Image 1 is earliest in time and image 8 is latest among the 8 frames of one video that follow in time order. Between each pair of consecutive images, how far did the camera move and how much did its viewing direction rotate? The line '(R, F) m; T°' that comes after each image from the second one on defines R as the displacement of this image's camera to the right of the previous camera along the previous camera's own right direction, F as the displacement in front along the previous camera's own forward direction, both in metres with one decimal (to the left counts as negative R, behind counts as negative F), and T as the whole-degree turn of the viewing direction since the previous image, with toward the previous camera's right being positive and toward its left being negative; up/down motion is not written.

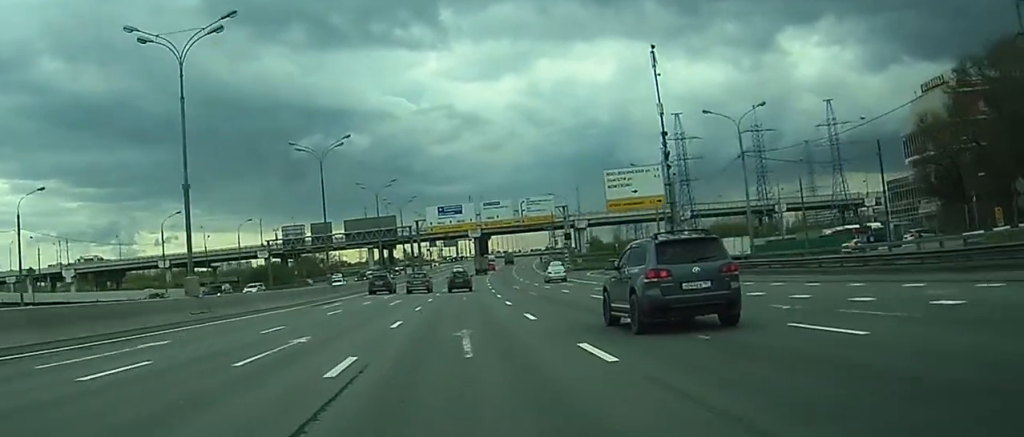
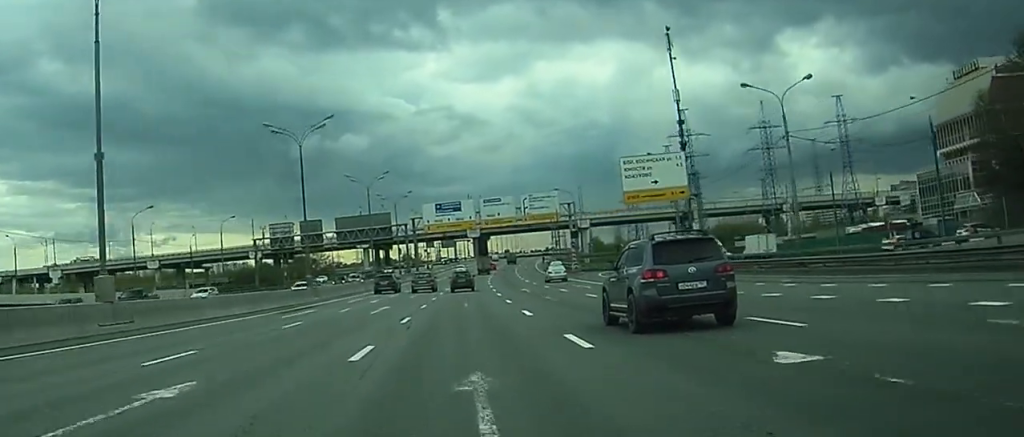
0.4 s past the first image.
(0.0, +8.8) m; +1°
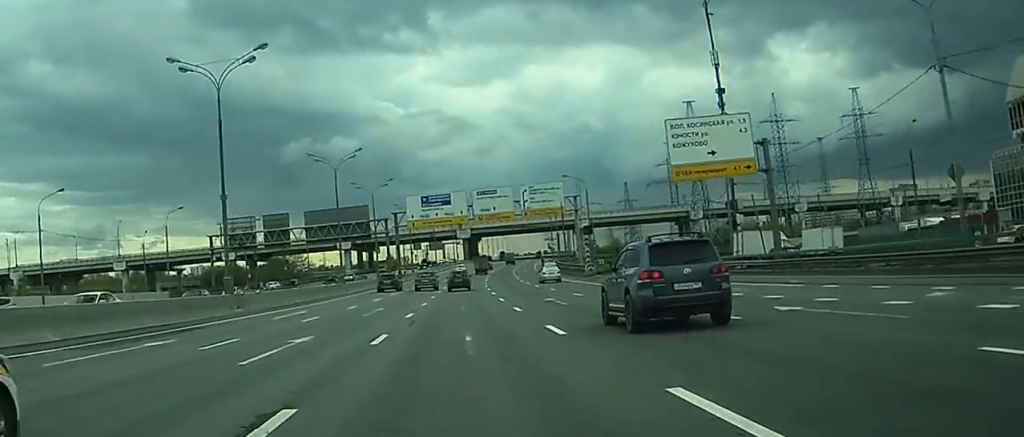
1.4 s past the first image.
(+0.3, +17.1) m; +1°
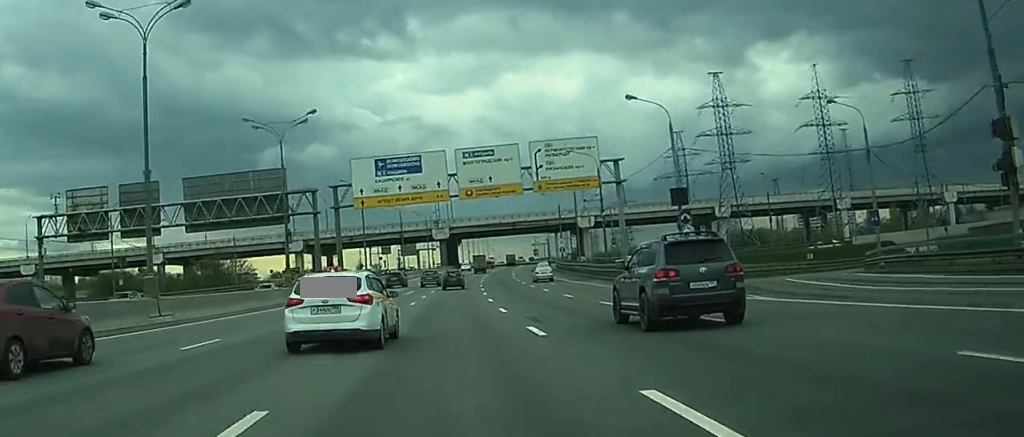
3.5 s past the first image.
(+0.6, +35.7) m; +2°
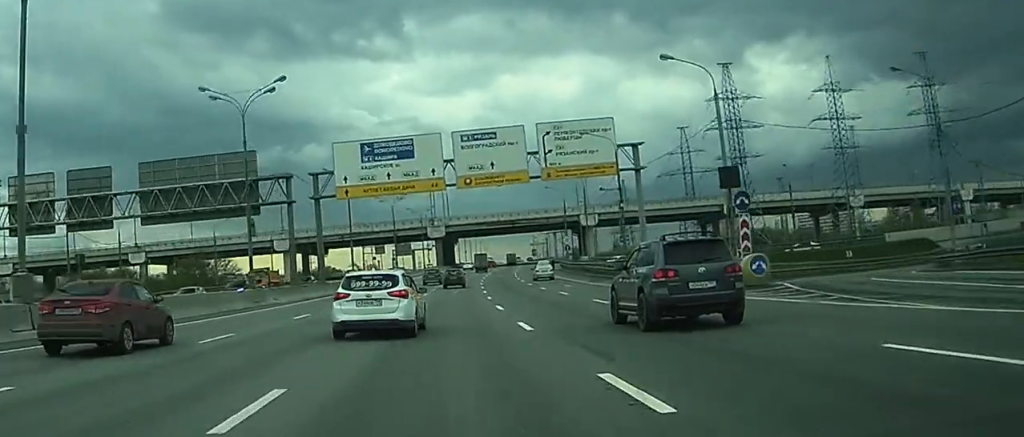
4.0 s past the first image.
(+0.1, +9.8) m; 0°
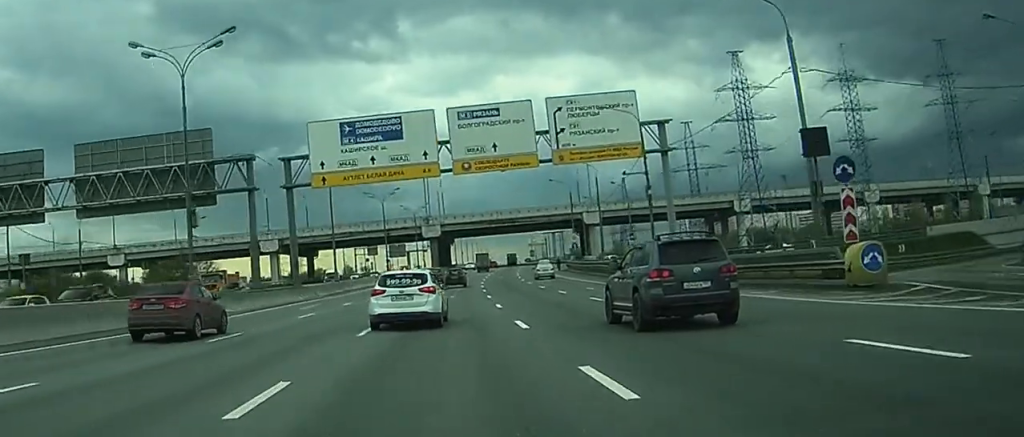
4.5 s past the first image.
(+0.1, +10.4) m; 0°
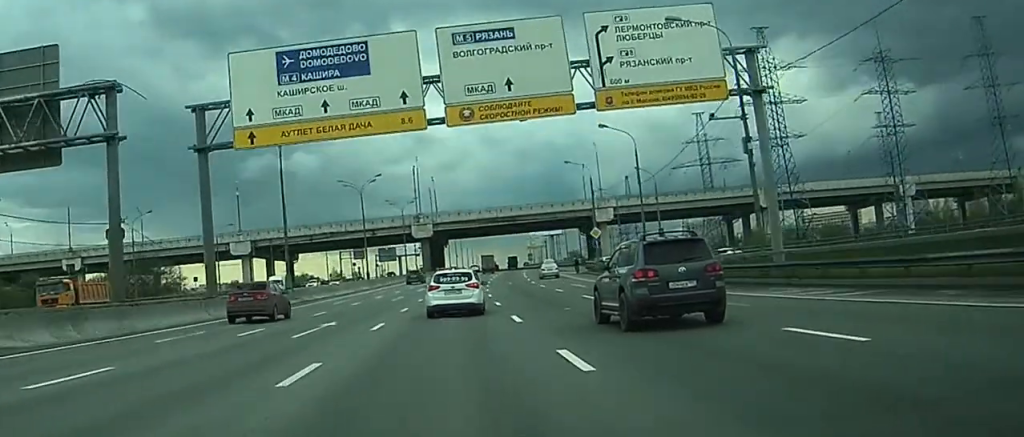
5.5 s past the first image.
(0.0, +24.6) m; +1°
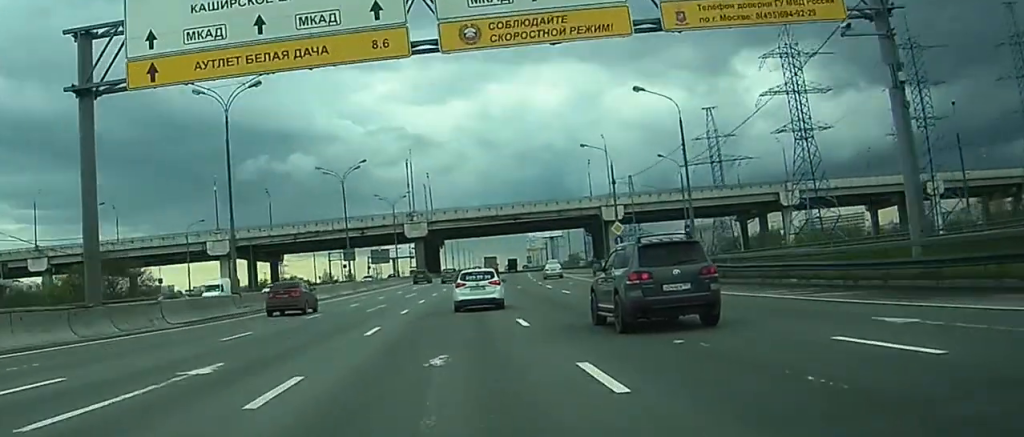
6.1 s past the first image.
(+0.2, +18.2) m; +1°
